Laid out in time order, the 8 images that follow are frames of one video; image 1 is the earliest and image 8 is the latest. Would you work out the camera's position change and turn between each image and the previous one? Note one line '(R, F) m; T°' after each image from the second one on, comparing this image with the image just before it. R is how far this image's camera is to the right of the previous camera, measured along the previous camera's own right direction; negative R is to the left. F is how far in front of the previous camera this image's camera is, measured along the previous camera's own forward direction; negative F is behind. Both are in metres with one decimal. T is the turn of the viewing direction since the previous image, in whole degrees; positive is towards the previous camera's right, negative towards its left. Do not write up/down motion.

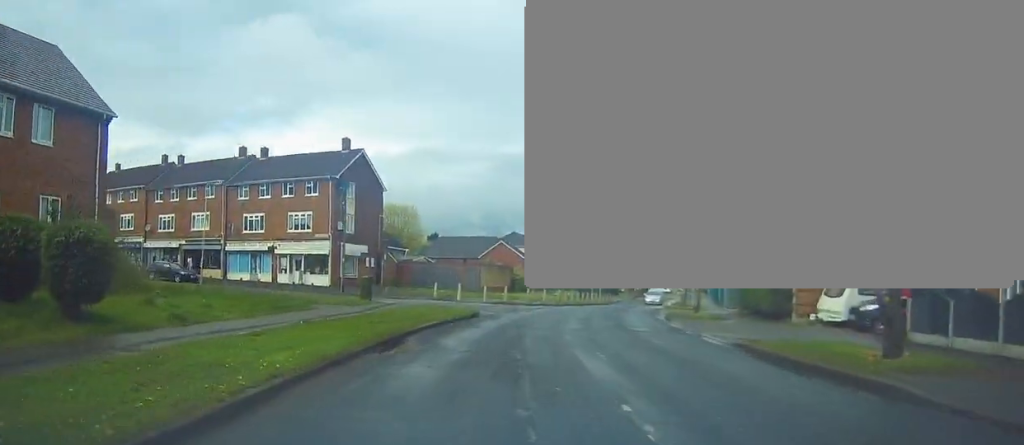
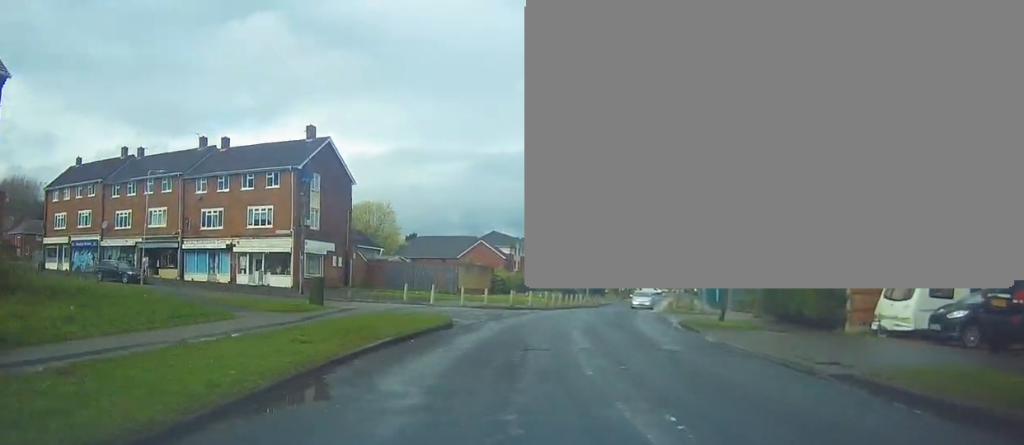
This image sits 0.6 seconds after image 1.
(+0.2, +5.4) m; +4°
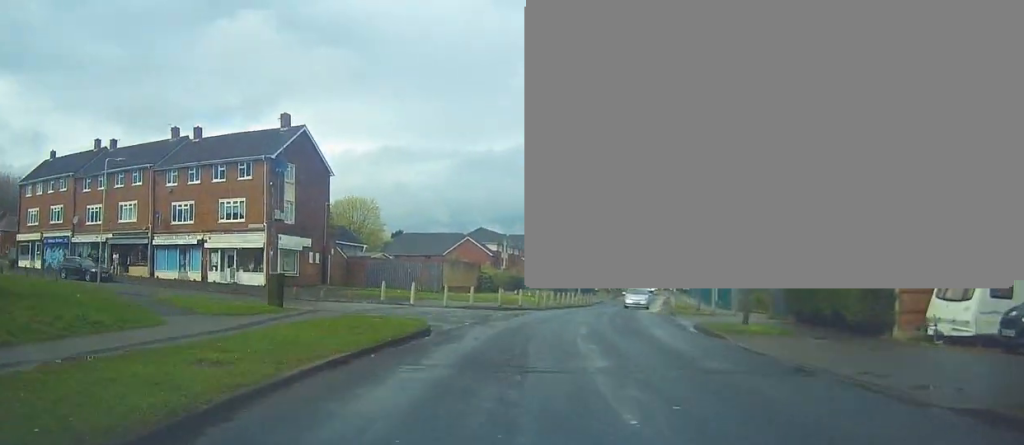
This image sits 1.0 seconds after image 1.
(-0.1, +3.4) m; +2°
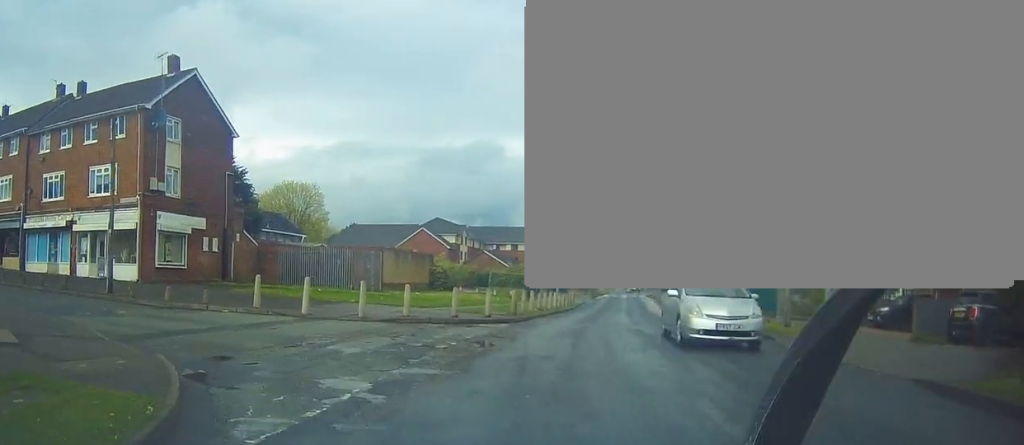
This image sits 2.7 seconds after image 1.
(+0.9, +13.5) m; +4°
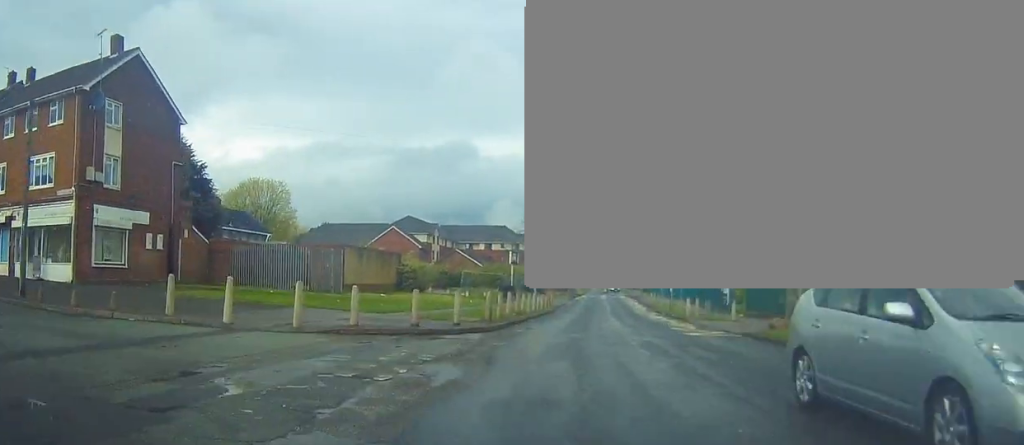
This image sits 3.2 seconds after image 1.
(0.0, +4.0) m; +1°
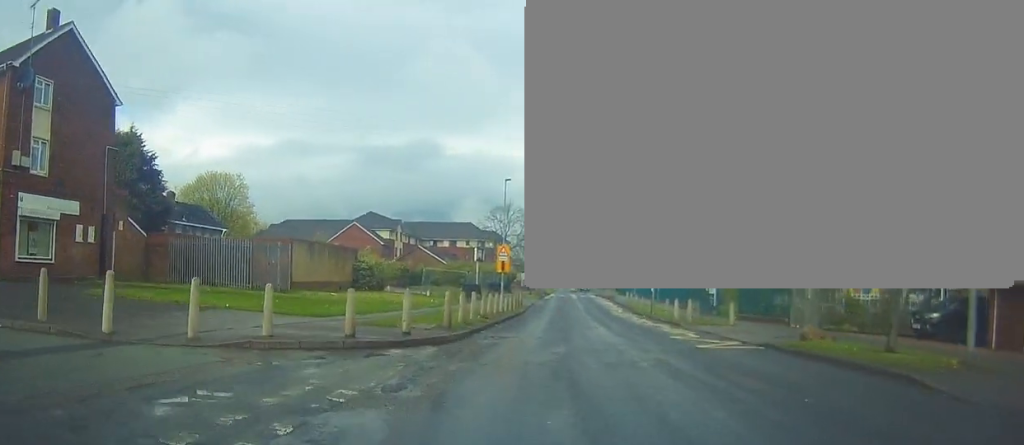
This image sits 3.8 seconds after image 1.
(-0.1, +3.9) m; +3°
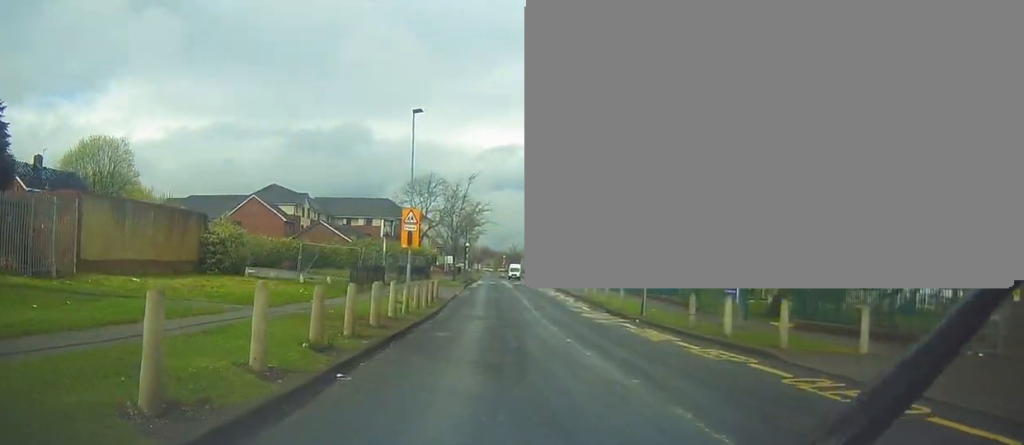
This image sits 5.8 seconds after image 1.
(+1.5, +14.7) m; +7°
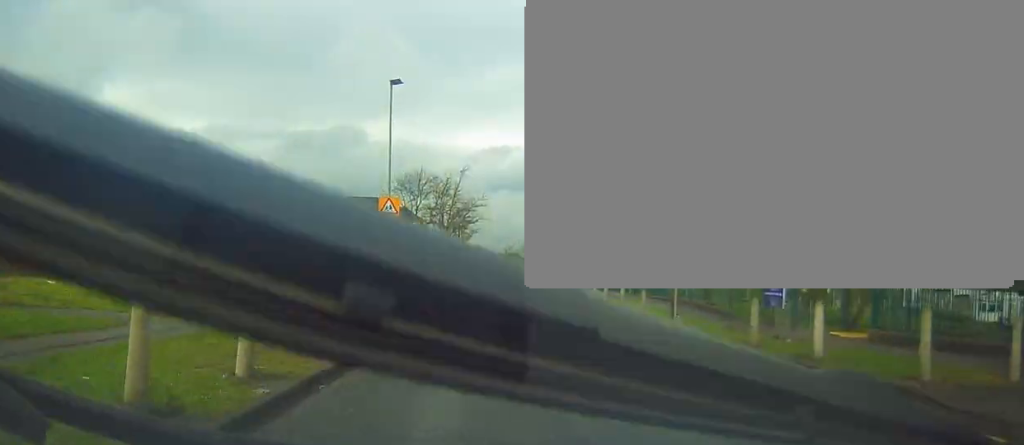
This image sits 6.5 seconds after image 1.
(0.0, +4.9) m; 0°
